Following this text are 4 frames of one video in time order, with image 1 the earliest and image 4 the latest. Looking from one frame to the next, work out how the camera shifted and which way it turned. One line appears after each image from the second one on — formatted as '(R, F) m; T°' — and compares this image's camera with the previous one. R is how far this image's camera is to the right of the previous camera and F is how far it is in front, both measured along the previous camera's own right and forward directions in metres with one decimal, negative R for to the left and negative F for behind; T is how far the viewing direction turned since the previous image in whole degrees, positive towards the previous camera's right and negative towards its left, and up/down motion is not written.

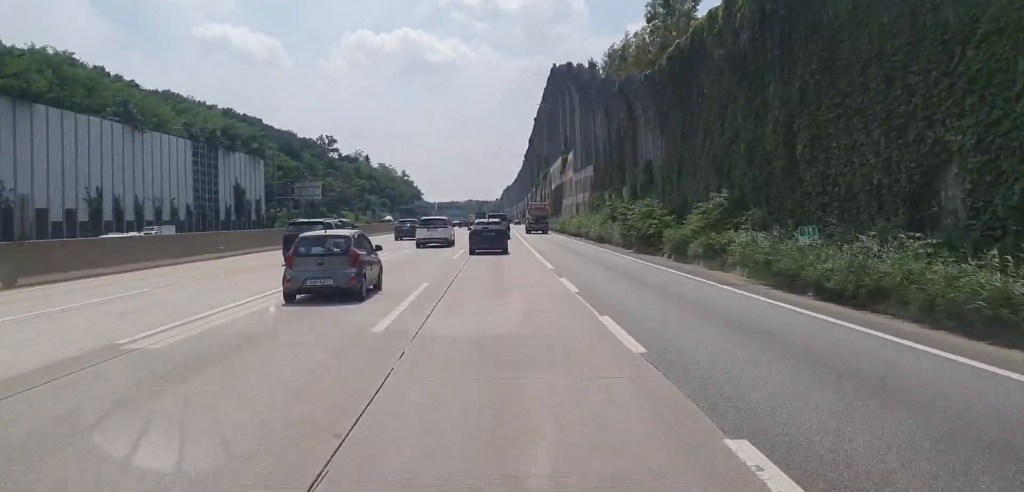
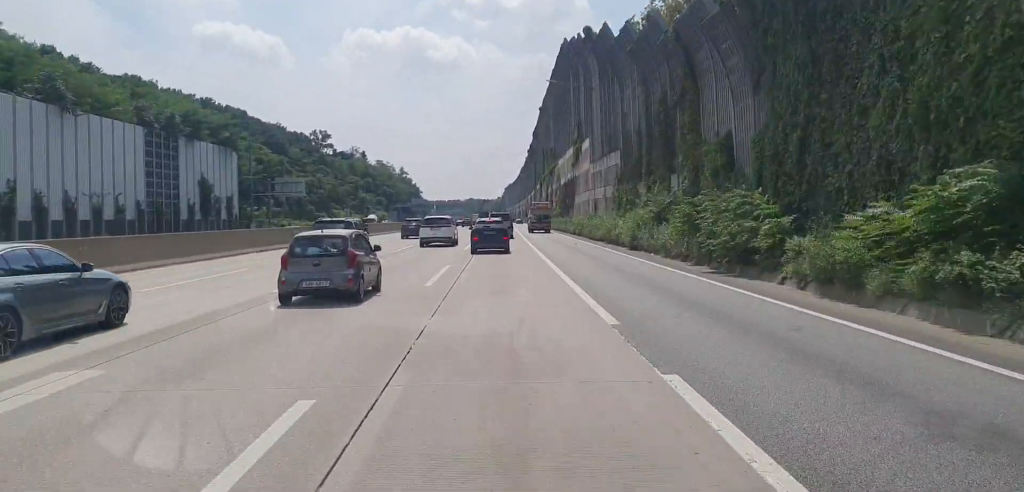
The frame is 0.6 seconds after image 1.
(0.0, +12.1) m; 0°
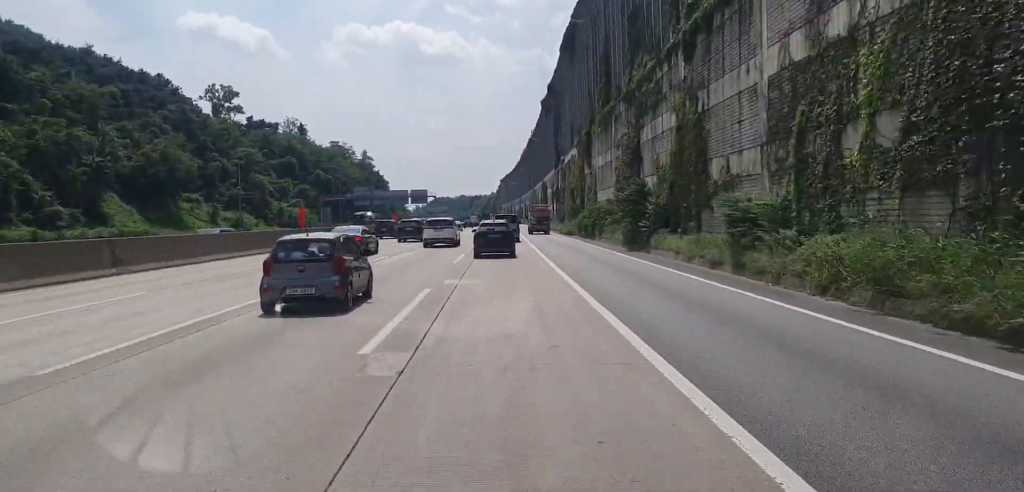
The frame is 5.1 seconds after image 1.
(0.0, +90.6) m; 0°
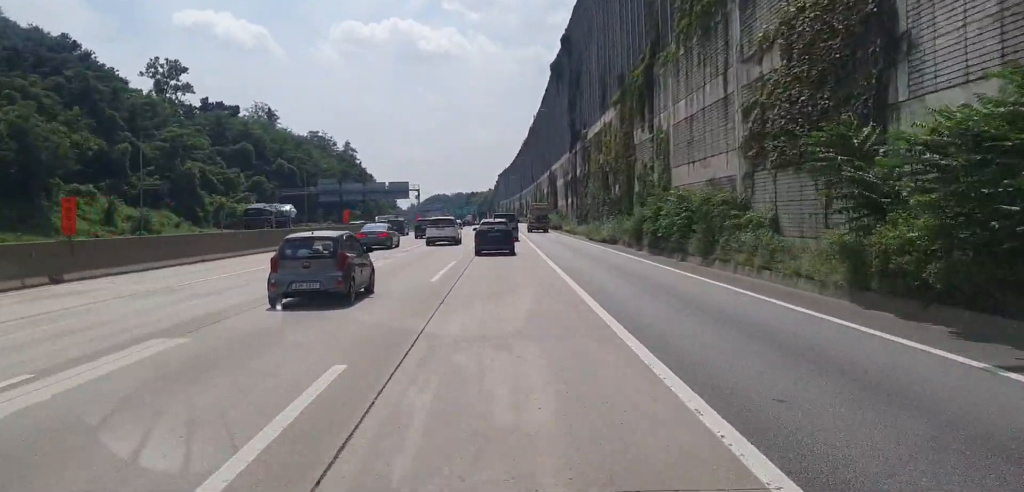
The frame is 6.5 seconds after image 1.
(+0.4, +27.7) m; +1°
